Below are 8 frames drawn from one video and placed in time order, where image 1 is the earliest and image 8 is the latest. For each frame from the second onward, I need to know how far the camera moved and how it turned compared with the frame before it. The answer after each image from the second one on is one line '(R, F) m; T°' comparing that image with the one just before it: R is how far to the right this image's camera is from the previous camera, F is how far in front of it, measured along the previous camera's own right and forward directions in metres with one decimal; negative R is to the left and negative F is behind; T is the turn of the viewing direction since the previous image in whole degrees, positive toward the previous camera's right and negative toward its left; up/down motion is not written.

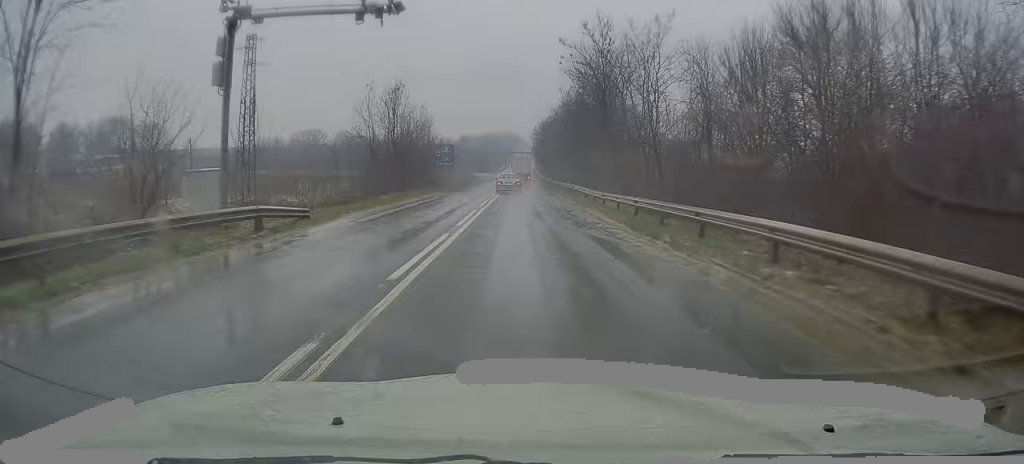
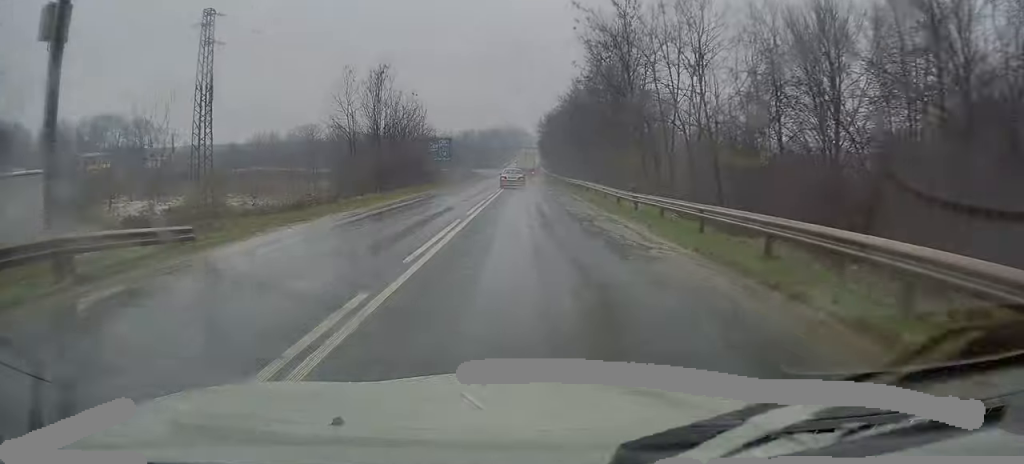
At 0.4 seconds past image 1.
(0.0, +7.3) m; 0°
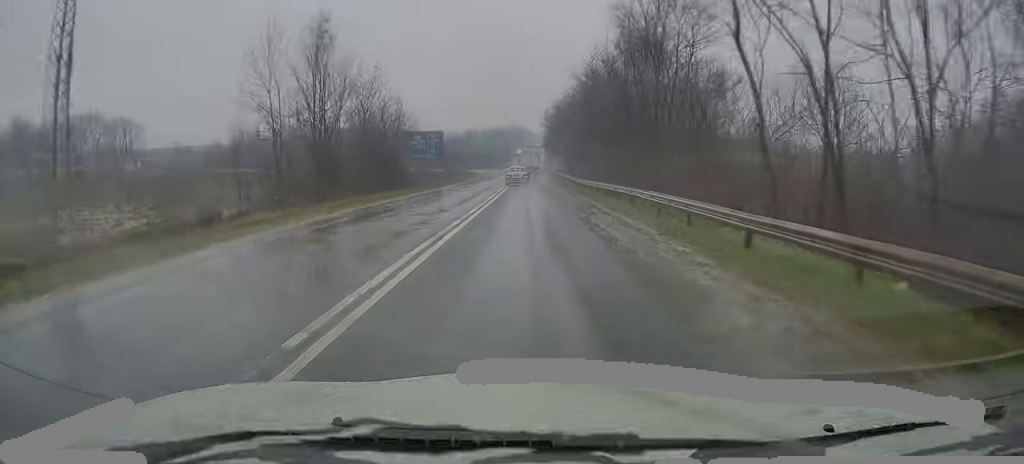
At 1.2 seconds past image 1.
(+0.1, +14.2) m; 0°
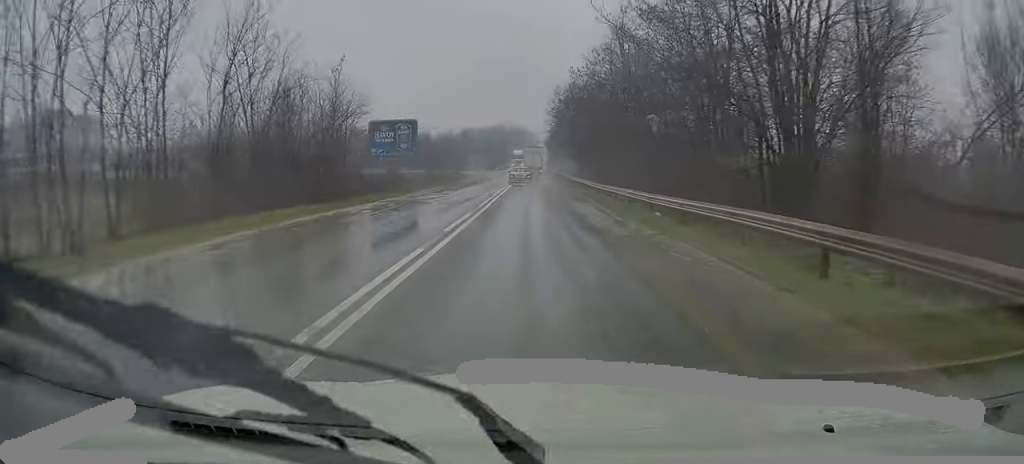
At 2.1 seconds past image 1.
(0.0, +18.0) m; 0°
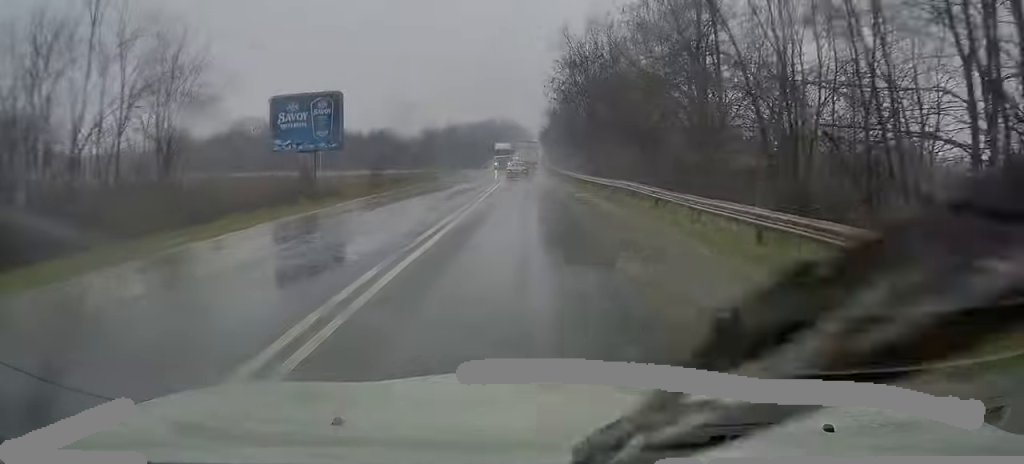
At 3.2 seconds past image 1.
(0.0, +20.7) m; 0°
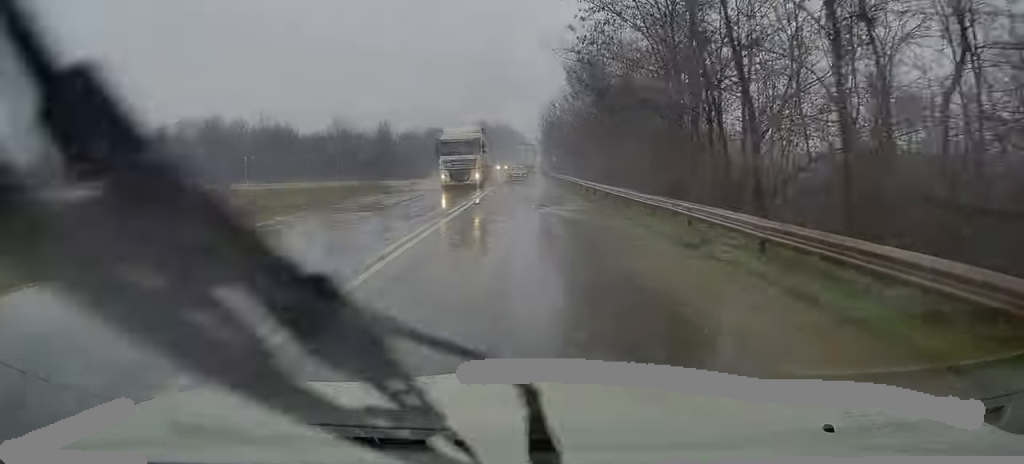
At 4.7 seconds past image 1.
(+0.2, +28.1) m; 0°
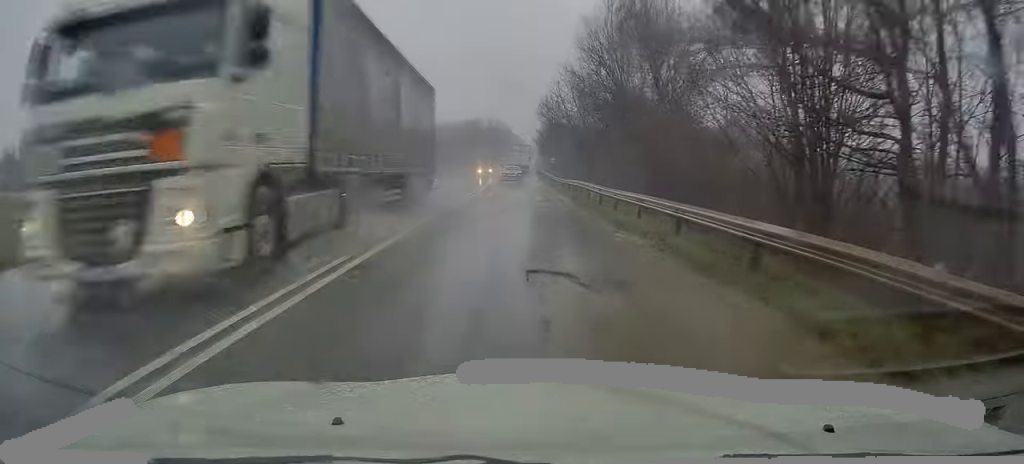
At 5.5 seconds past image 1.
(-0.1, +15.8) m; 0°
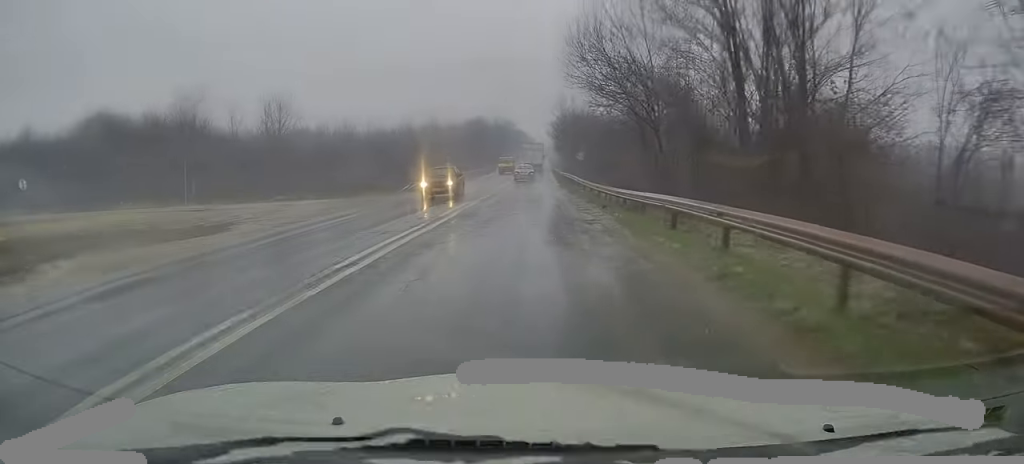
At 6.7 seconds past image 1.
(+0.2, +21.9) m; 0°
